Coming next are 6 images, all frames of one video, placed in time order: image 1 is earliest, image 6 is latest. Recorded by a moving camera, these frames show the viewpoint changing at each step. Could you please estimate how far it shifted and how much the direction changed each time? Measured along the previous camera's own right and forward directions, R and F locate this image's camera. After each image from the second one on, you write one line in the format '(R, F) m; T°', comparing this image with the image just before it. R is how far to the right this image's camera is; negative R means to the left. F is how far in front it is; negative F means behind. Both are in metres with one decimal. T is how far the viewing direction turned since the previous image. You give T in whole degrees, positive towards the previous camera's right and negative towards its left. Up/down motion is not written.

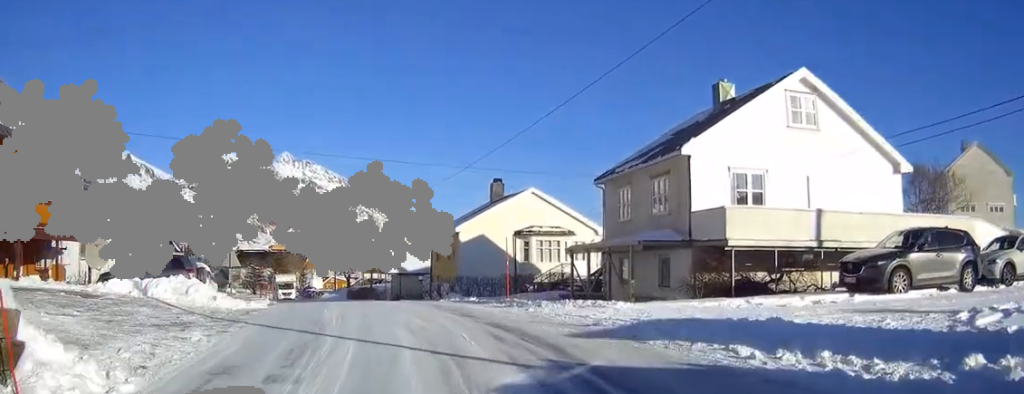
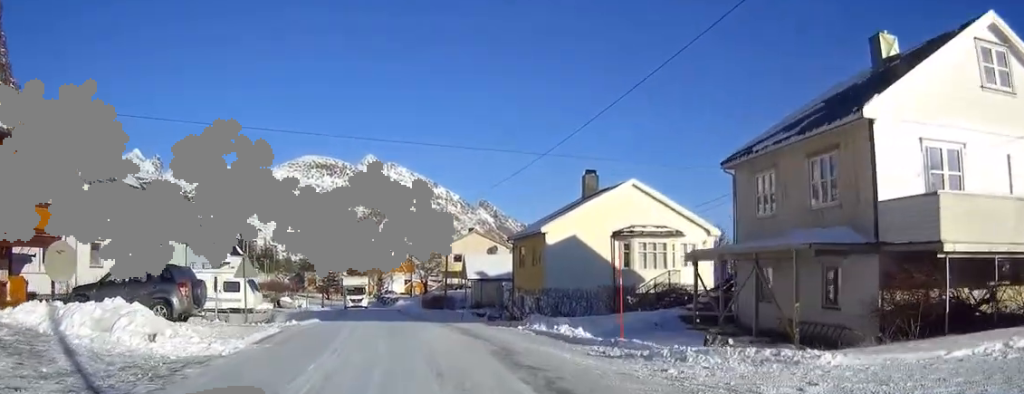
(-0.6, +7.0) m; -9°
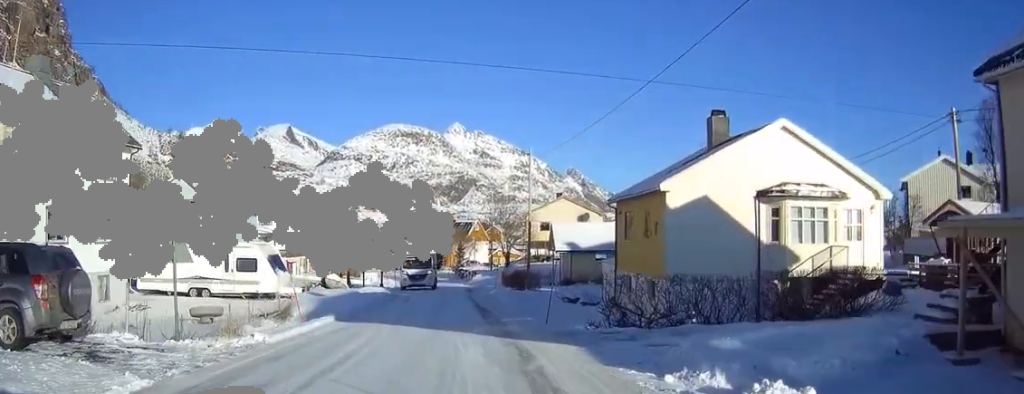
(-0.7, +9.4) m; -8°
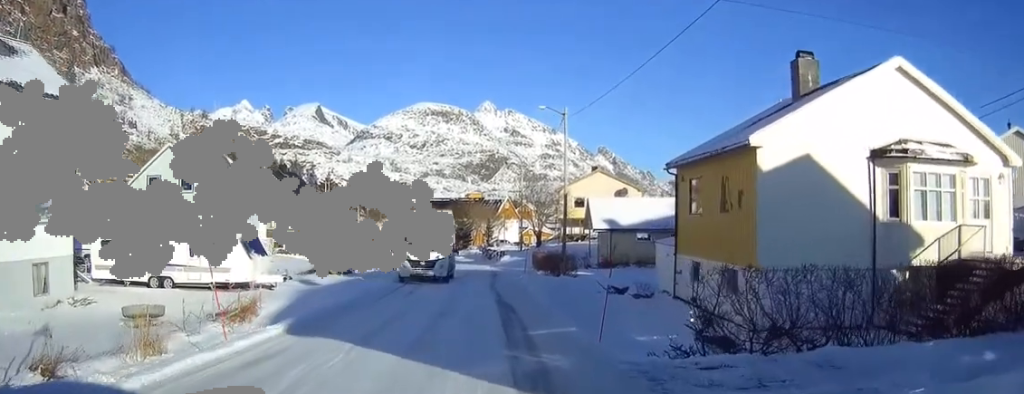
(-0.2, +6.1) m; -4°
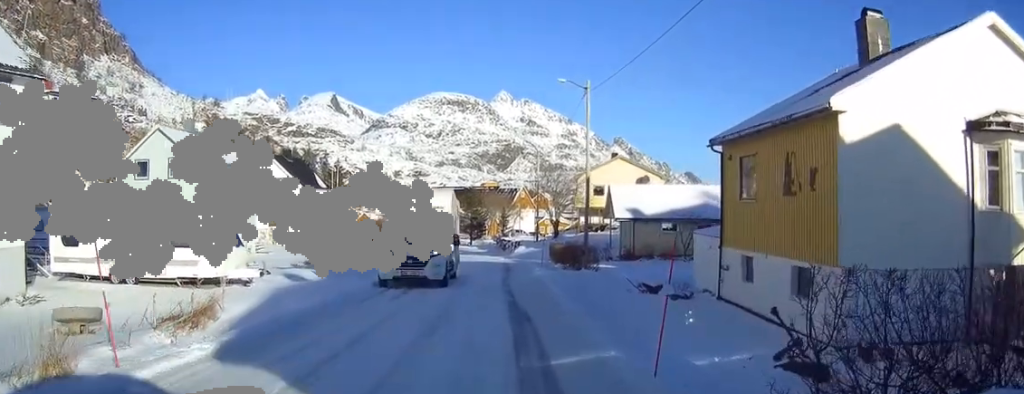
(-0.1, +3.7) m; -1°
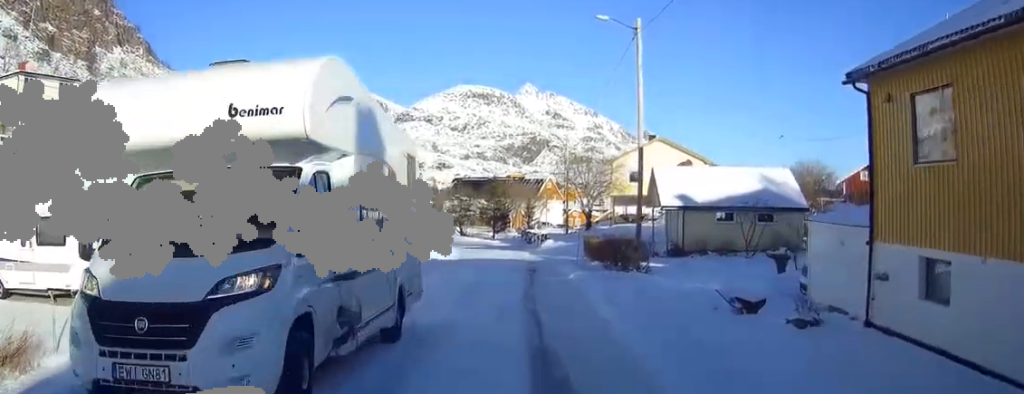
(0.0, +7.8) m; 0°
